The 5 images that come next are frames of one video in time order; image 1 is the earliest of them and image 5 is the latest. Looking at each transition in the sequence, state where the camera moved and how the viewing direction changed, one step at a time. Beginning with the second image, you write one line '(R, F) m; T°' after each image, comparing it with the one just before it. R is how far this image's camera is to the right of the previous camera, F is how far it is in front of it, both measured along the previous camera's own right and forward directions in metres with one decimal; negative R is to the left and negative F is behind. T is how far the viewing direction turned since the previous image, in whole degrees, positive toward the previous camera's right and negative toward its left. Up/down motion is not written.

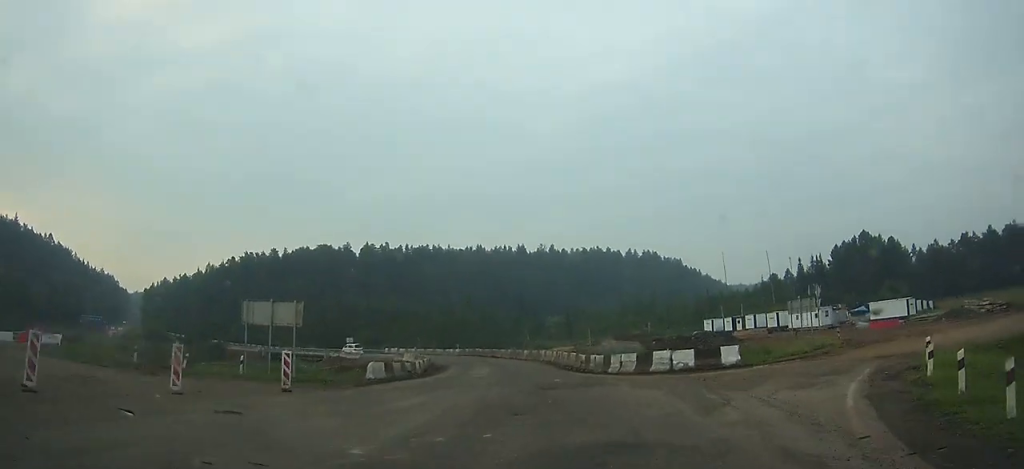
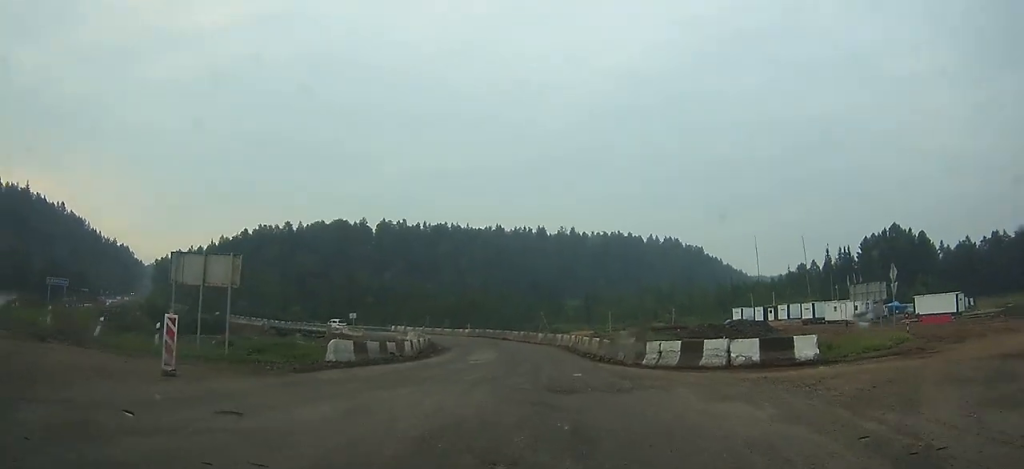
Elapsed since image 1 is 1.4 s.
(+0.7, +8.8) m; +5°
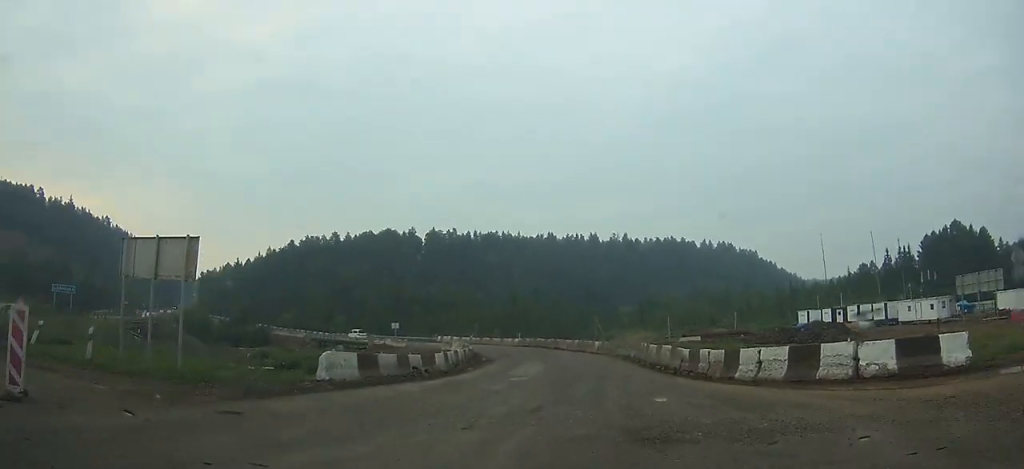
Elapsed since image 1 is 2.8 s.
(+0.1, +6.3) m; +1°
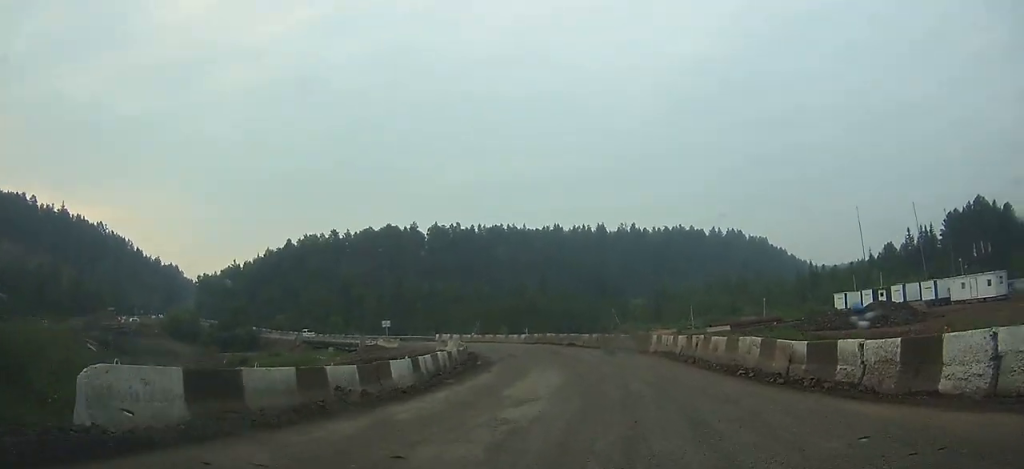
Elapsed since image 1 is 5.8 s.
(+0.2, +12.6) m; +1°
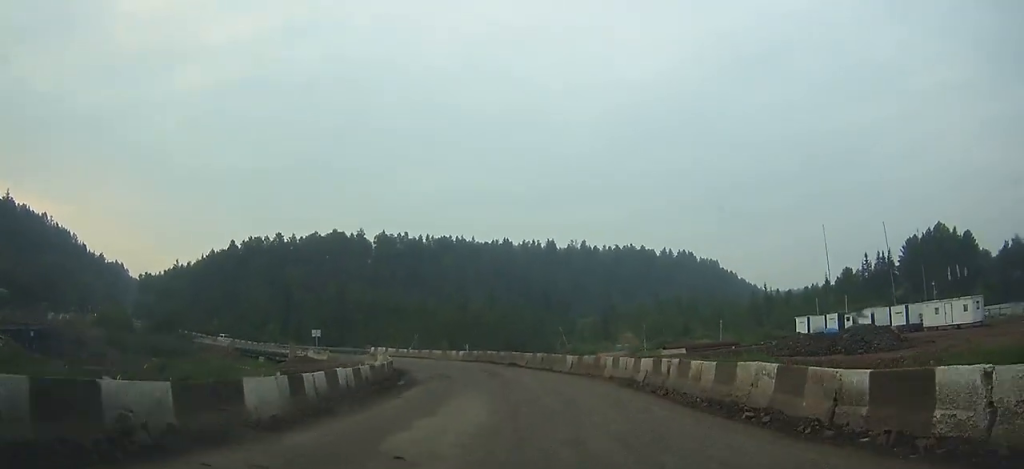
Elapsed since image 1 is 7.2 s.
(0.0, +5.6) m; 0°
